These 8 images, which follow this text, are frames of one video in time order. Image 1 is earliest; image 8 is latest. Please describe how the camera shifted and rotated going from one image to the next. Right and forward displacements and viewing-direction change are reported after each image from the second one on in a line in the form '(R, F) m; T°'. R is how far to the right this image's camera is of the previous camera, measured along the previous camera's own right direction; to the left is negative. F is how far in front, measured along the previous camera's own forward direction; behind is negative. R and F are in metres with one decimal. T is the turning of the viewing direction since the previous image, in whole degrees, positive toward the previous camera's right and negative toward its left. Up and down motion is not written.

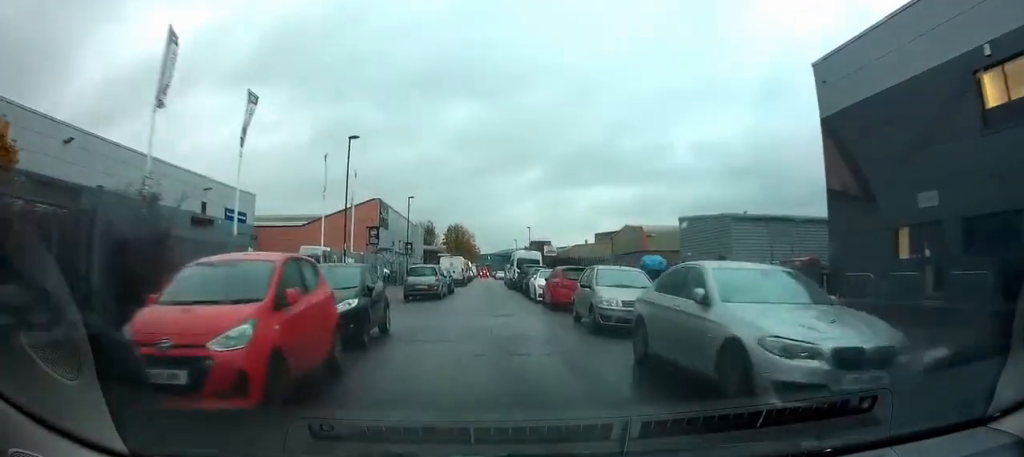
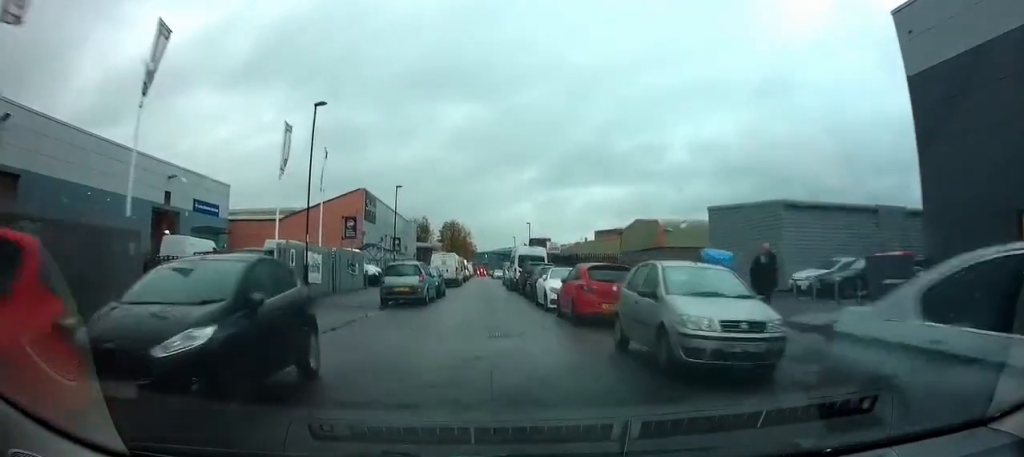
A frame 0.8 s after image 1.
(+0.1, +5.3) m; +1°
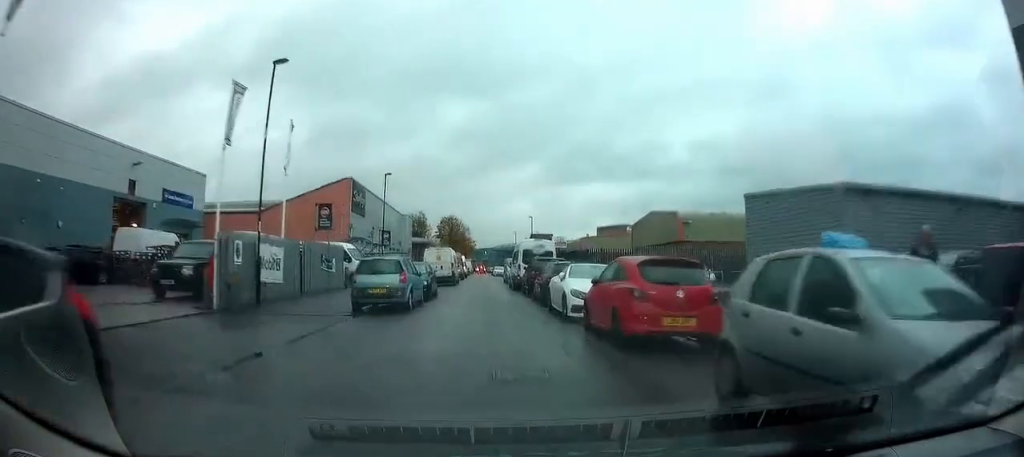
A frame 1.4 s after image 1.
(+0.1, +4.7) m; 0°
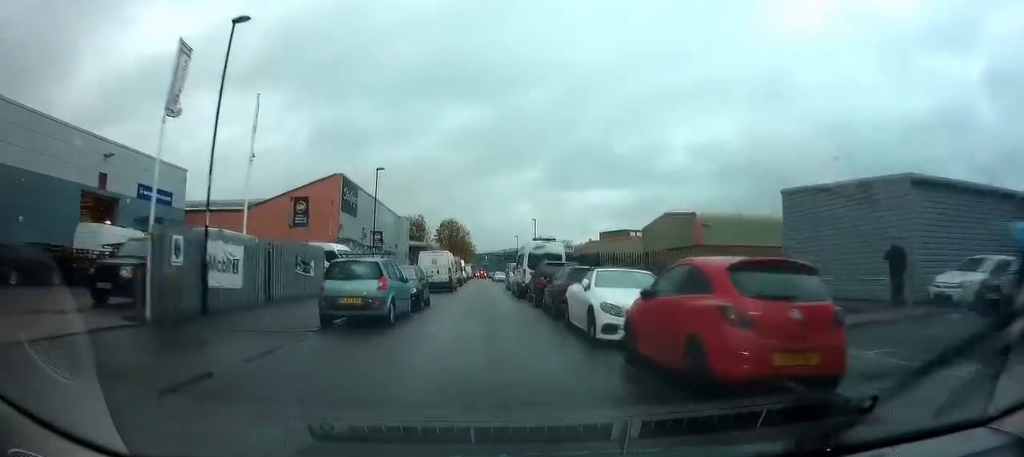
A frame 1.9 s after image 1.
(0.0, +3.6) m; 0°
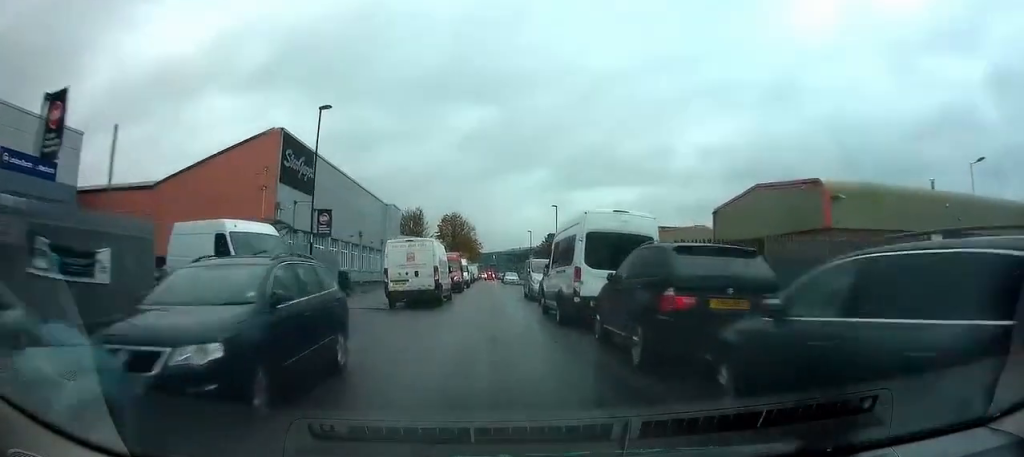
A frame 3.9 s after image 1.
(-0.3, +14.2) m; -2°
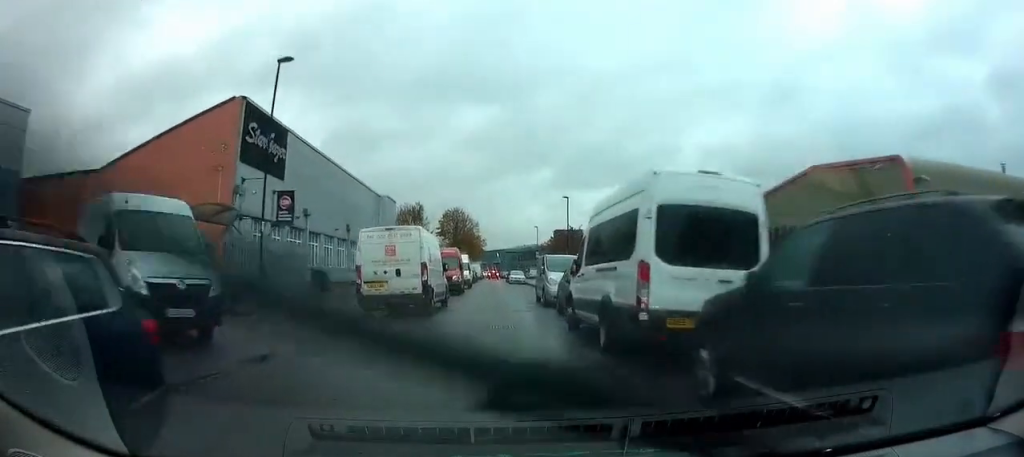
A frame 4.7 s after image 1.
(0.0, +5.2) m; 0°
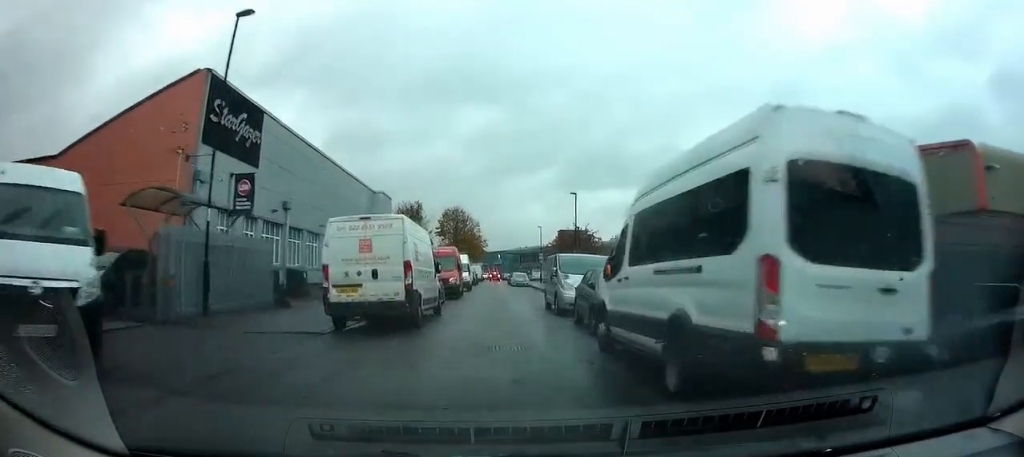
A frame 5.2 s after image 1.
(0.0, +3.6) m; 0°
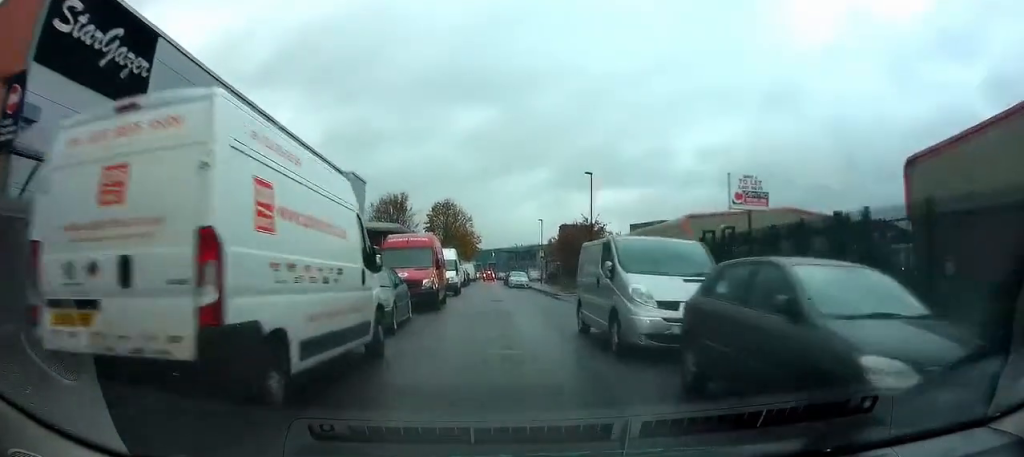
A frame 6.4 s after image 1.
(0.0, +9.0) m; 0°
